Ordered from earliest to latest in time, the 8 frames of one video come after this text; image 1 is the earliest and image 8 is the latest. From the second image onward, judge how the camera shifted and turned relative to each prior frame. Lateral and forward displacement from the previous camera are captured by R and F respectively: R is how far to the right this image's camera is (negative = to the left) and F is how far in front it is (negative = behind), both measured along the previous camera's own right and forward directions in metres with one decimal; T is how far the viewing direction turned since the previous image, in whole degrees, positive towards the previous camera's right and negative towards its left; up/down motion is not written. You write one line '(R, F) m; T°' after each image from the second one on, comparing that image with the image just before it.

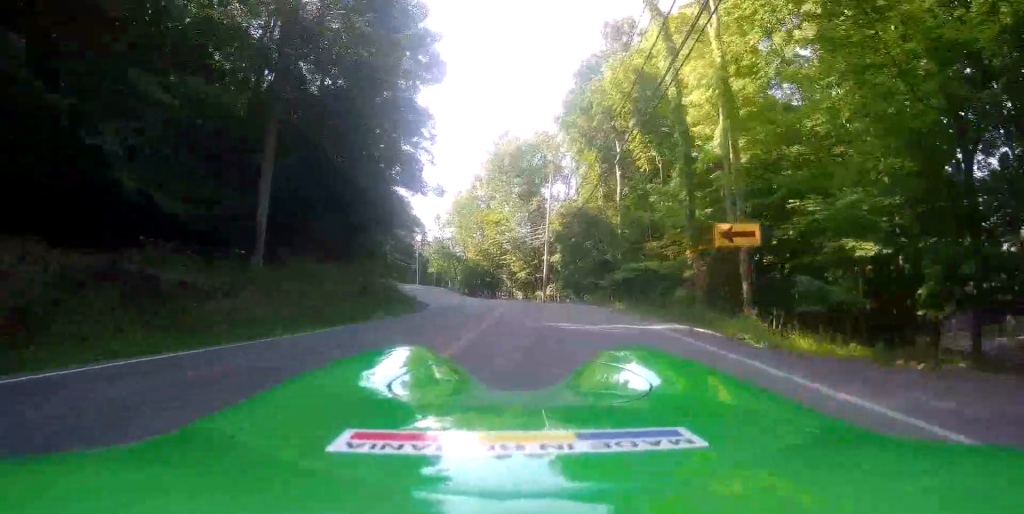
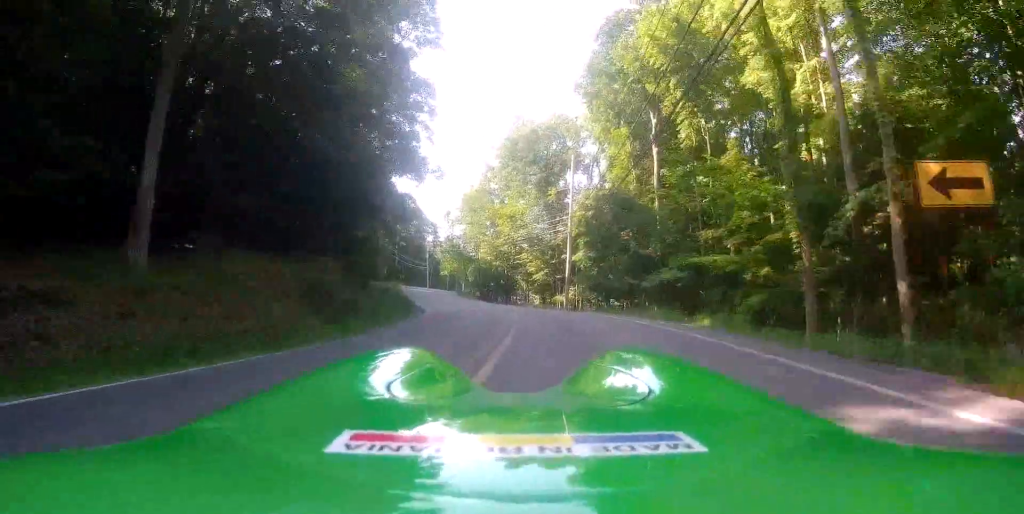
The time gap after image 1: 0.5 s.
(0.0, +3.1) m; 0°
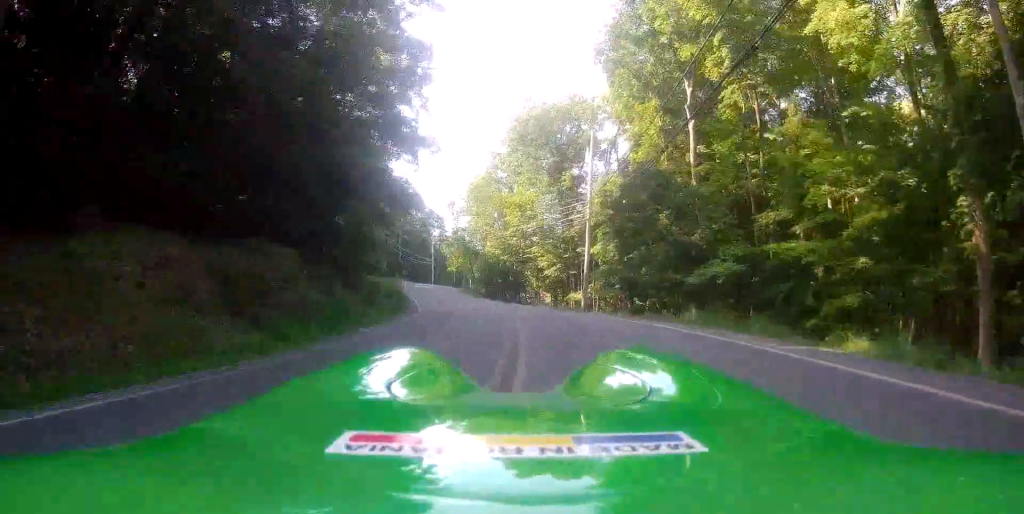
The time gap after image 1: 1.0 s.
(0.0, +4.0) m; 0°
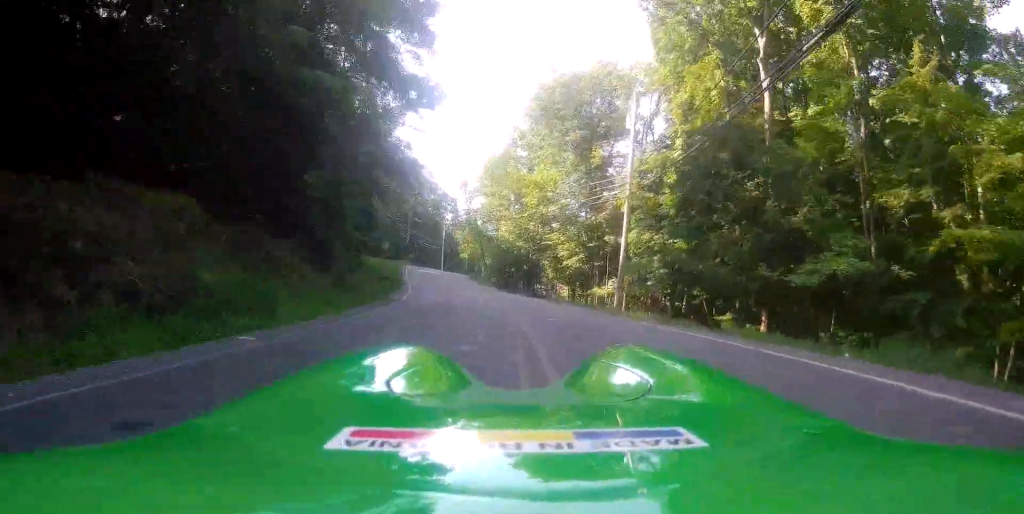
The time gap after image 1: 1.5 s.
(0.0, +5.3) m; 0°
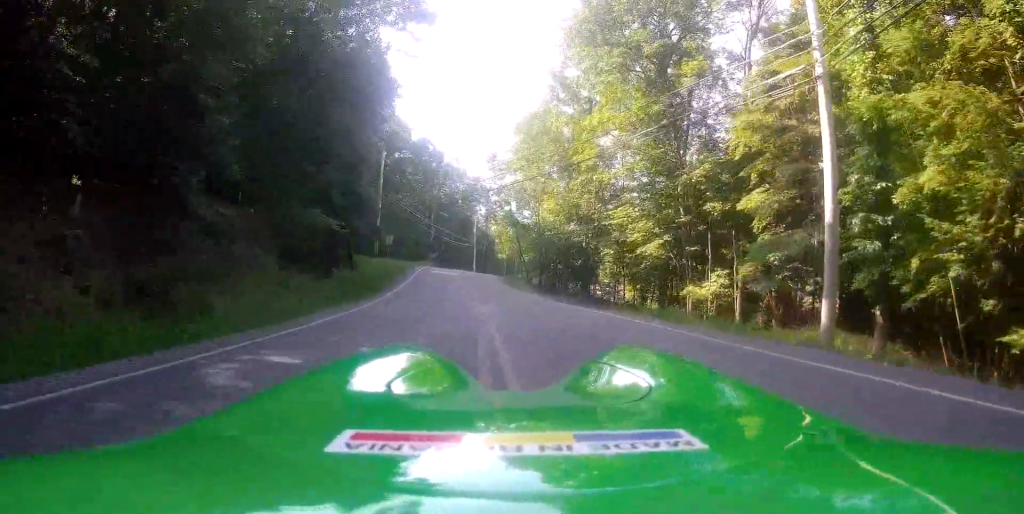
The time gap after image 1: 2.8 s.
(-0.4, +15.4) m; -5°
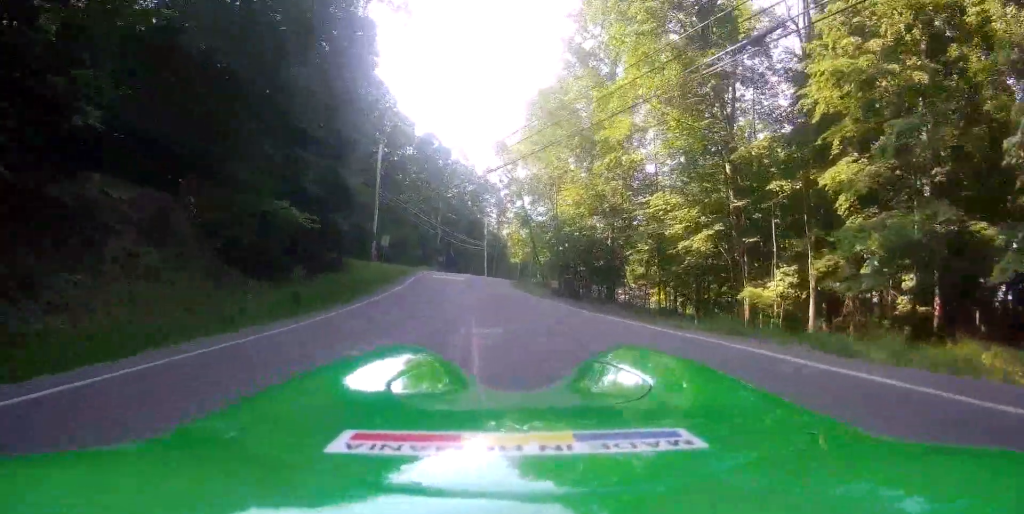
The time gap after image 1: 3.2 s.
(-0.3, +6.5) m; -2°
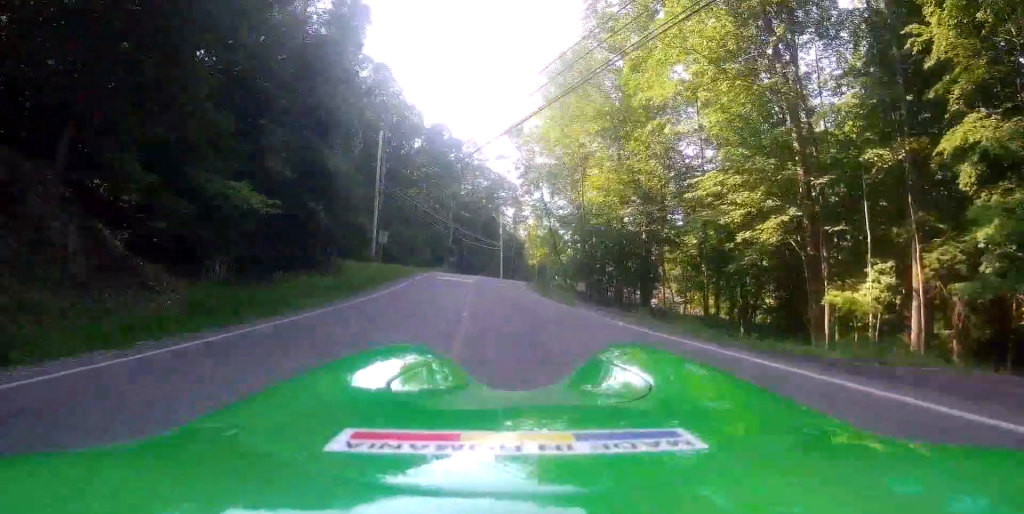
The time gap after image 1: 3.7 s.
(-0.1, +6.0) m; -1°
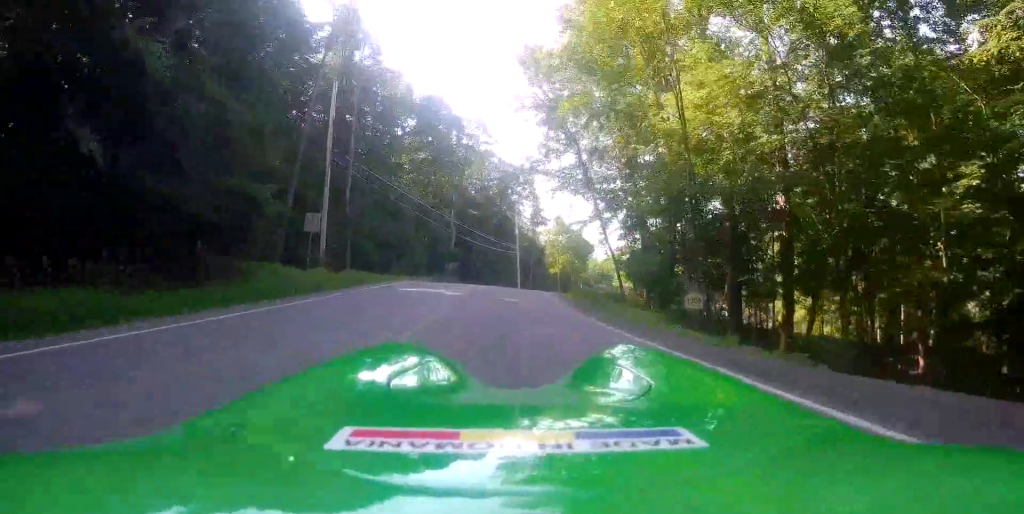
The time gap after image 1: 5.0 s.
(0.0, +17.6) m; 0°
